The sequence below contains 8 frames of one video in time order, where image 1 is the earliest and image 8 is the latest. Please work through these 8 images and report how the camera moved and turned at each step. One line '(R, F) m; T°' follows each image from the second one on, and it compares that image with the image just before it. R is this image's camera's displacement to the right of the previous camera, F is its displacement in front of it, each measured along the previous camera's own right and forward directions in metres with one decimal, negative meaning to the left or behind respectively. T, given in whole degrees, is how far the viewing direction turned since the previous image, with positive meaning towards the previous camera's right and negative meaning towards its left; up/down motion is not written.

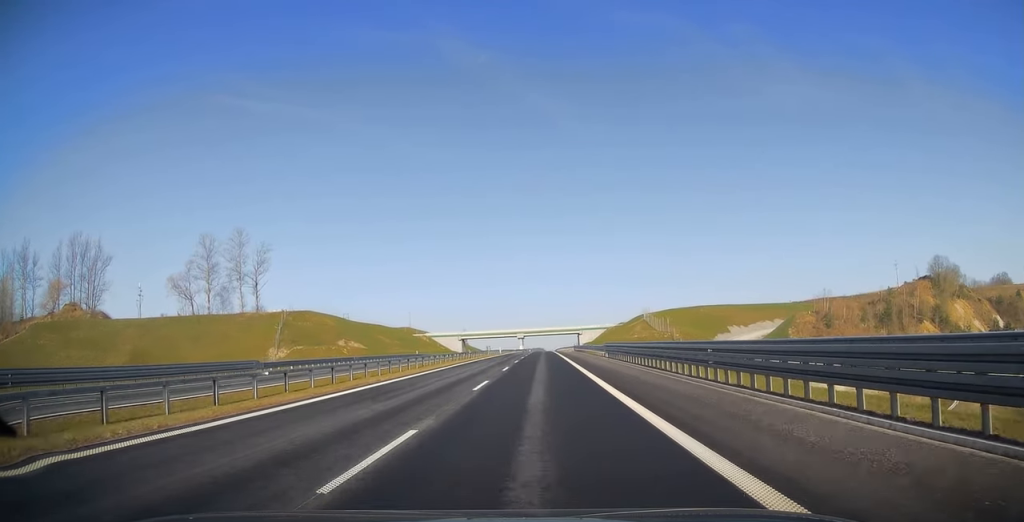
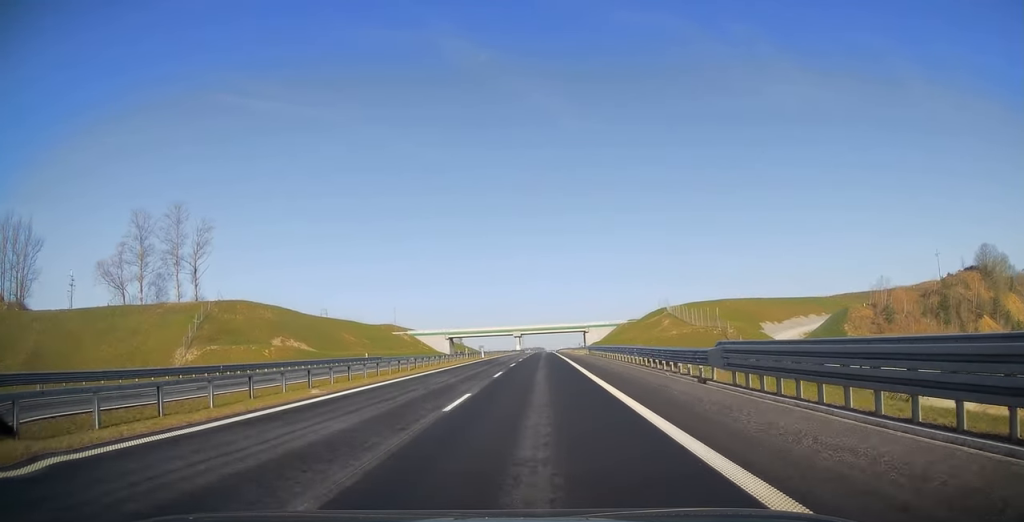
(0.0, +29.4) m; 0°
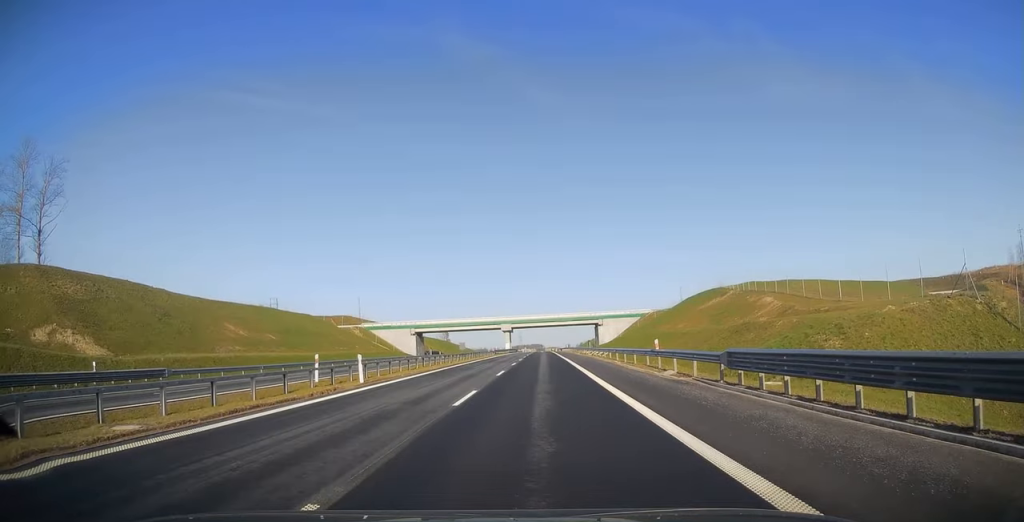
(0.0, +46.9) m; 0°
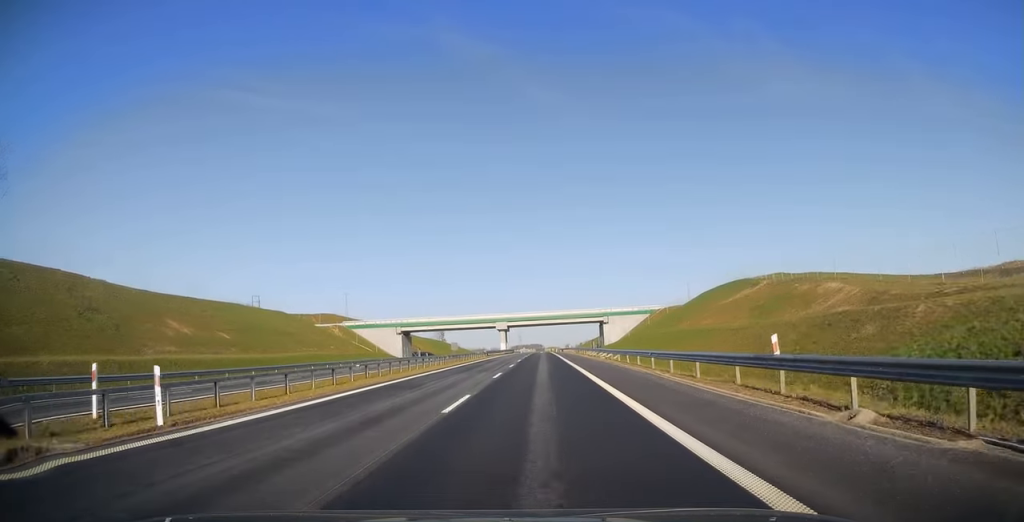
(0.0, +13.2) m; 0°
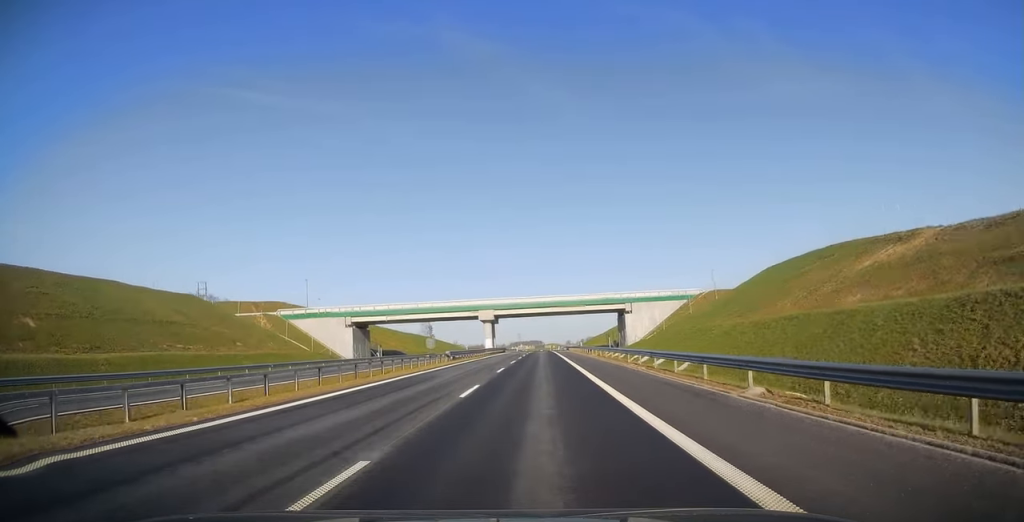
(+0.4, +32.9) m; 0°
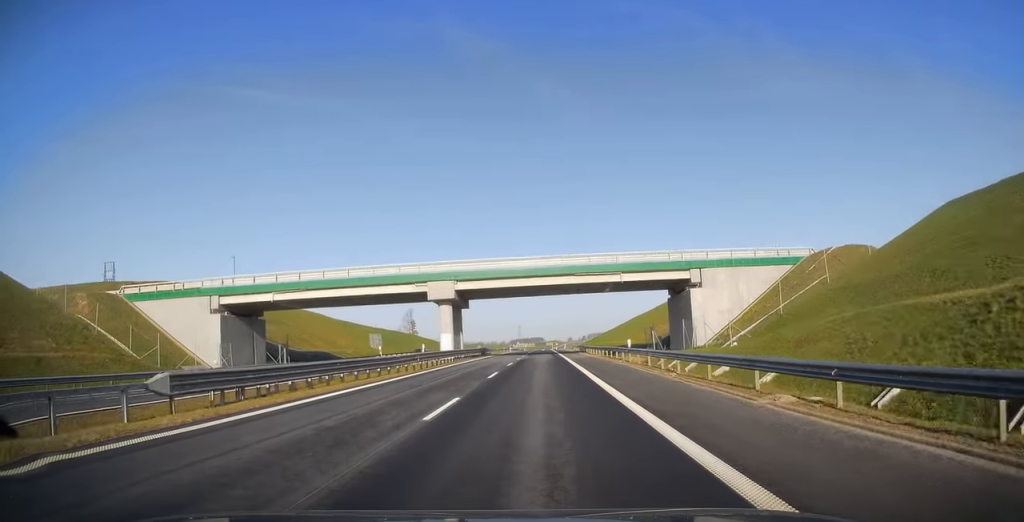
(-0.6, +40.5) m; 0°
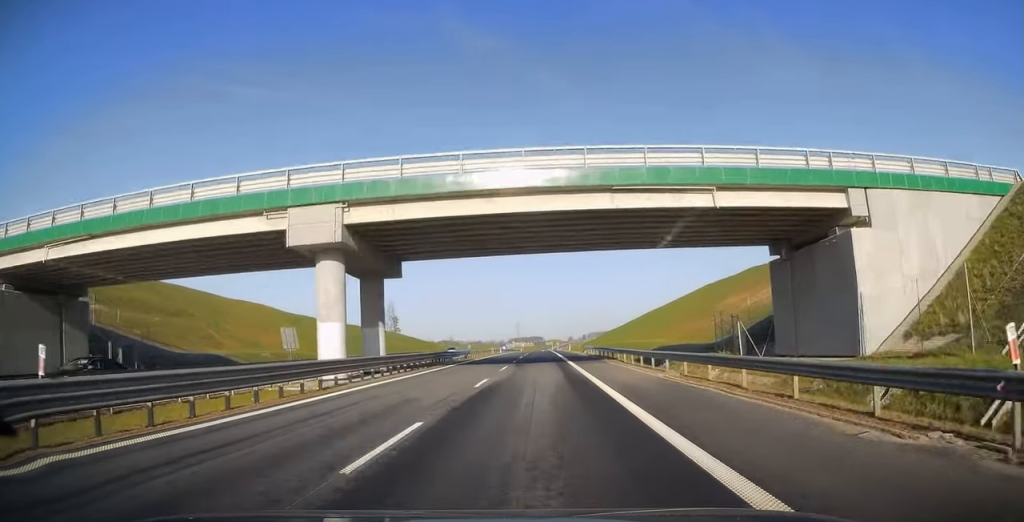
(+0.1, +28.3) m; 0°
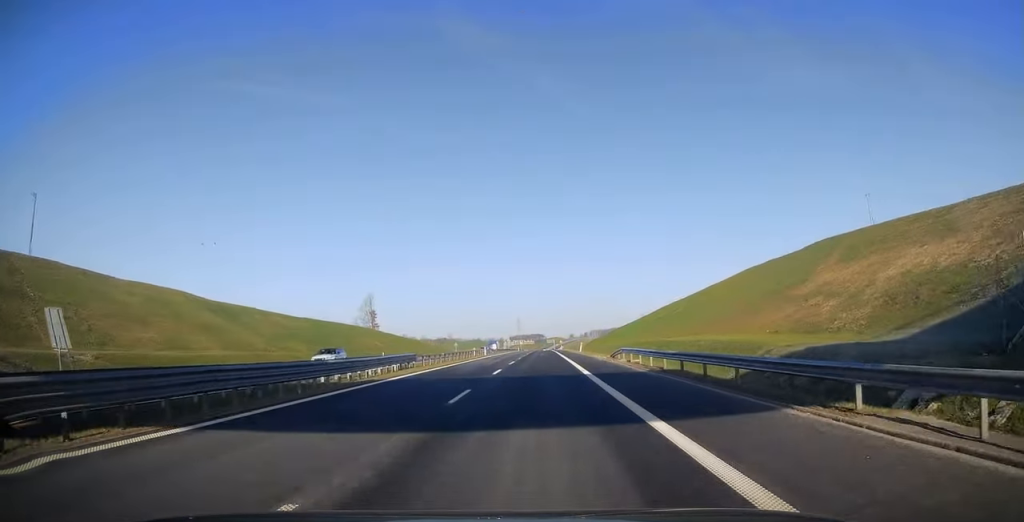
(+0.3, +29.4) m; 0°
